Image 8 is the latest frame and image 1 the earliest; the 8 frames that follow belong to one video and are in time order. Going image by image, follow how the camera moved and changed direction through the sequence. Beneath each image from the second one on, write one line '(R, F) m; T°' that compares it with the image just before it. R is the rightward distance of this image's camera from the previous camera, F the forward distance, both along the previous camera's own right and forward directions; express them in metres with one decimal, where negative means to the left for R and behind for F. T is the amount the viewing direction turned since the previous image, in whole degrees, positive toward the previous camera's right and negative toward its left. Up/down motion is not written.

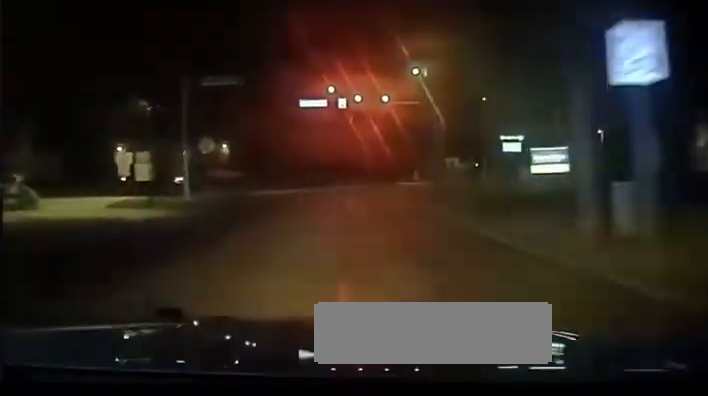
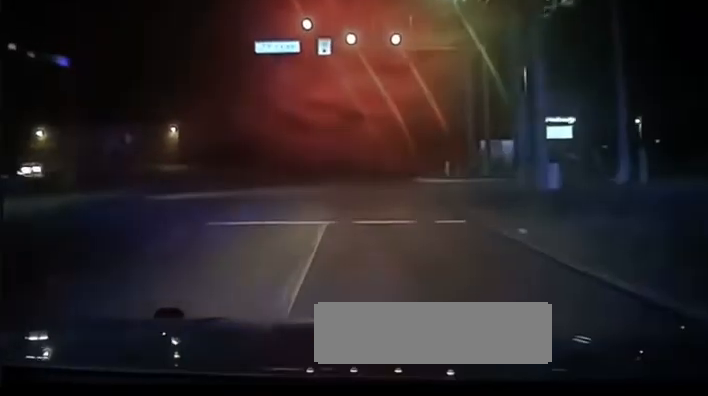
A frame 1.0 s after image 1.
(+0.2, +24.4) m; 0°
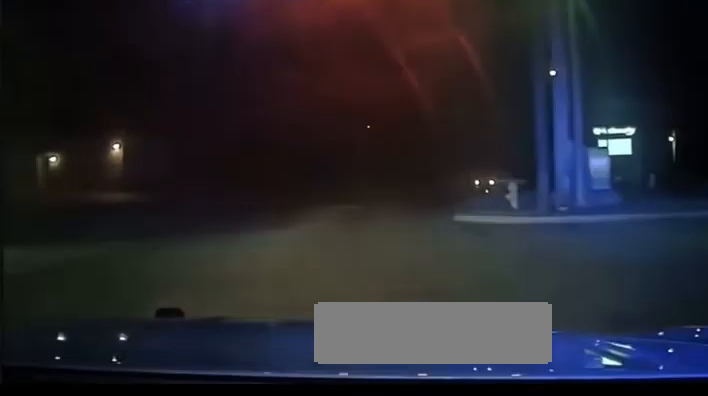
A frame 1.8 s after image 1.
(-0.2, +16.9) m; 0°
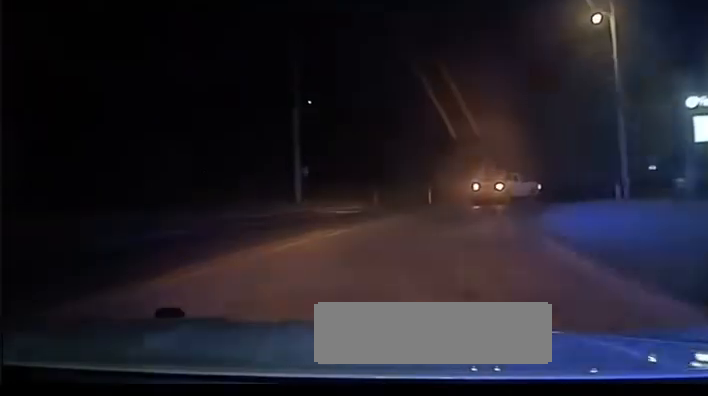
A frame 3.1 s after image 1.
(+0.3, +23.3) m; +4°
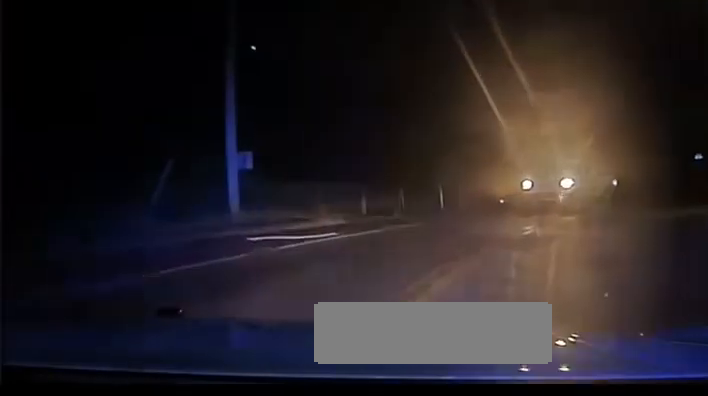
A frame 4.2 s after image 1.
(+0.7, +16.9) m; +2°
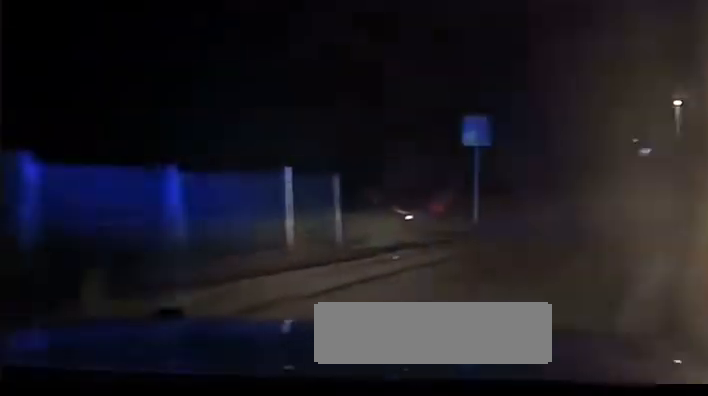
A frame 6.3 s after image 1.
(+2.0, +22.5) m; +15°
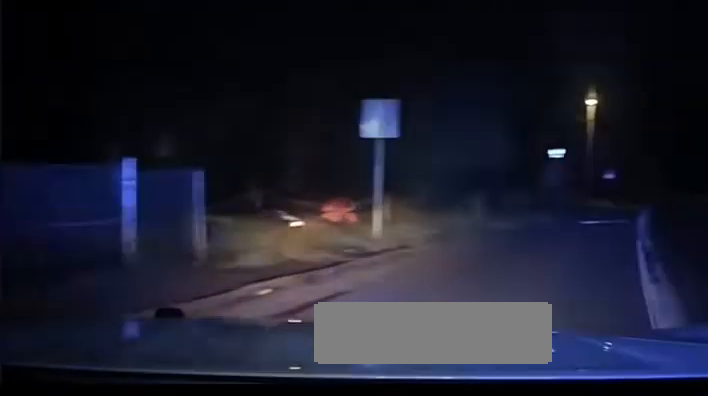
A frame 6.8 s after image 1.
(0.0, +3.7) m; +5°
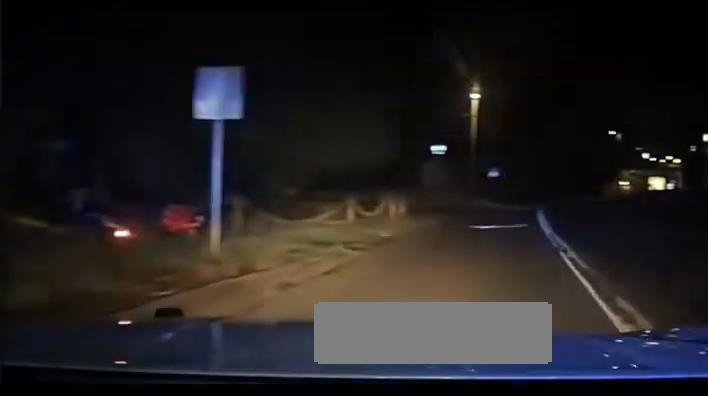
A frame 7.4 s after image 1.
(+0.1, +4.0) m; +6°
